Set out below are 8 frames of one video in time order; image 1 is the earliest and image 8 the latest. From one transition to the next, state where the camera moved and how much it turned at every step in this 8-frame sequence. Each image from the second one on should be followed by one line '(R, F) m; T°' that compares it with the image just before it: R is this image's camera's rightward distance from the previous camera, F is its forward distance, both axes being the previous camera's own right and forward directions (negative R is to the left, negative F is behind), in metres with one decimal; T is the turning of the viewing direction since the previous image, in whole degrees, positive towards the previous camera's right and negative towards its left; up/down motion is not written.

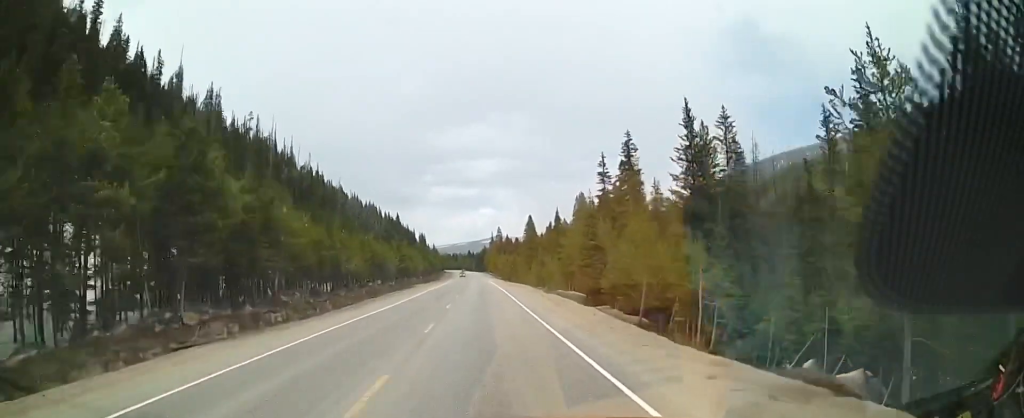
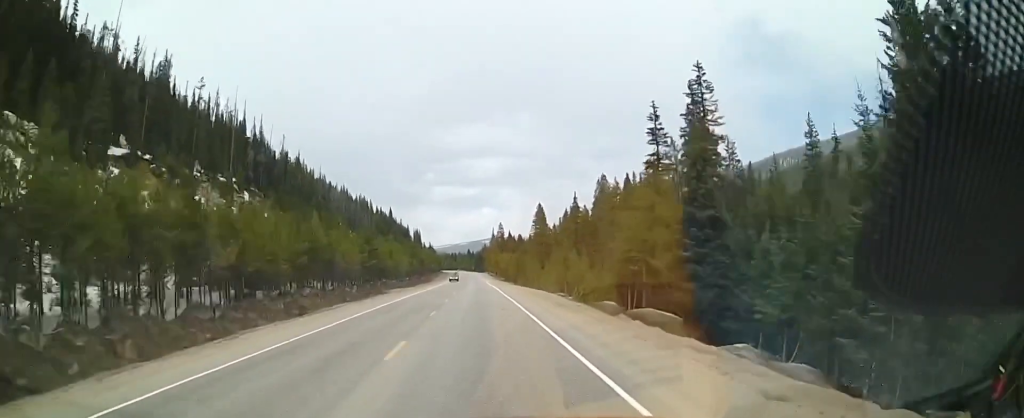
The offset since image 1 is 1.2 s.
(0.0, +29.9) m; 0°
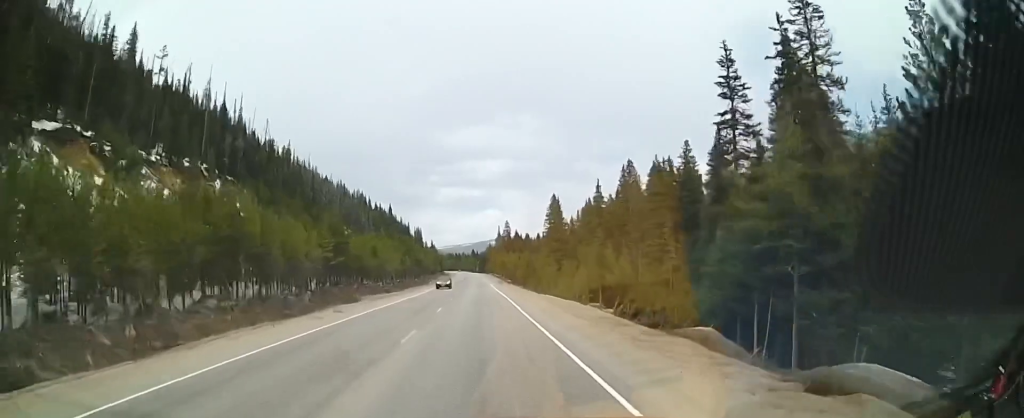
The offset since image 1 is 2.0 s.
(-0.1, +20.0) m; 0°
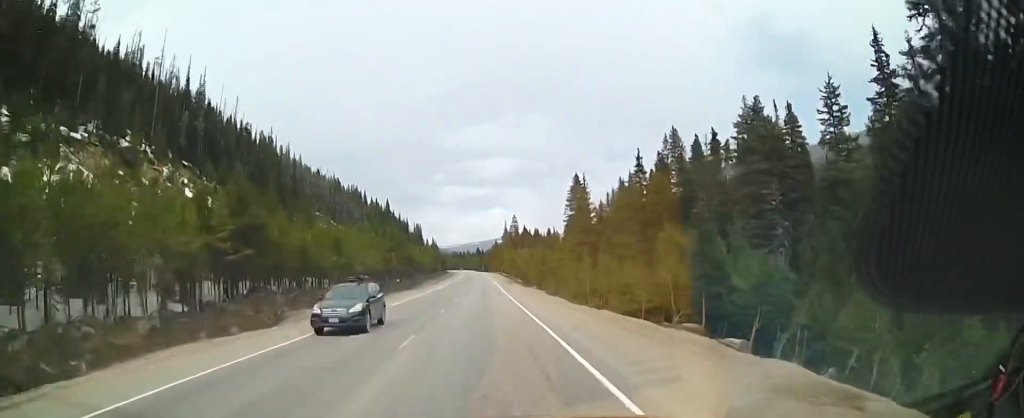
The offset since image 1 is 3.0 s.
(0.0, +25.3) m; -1°
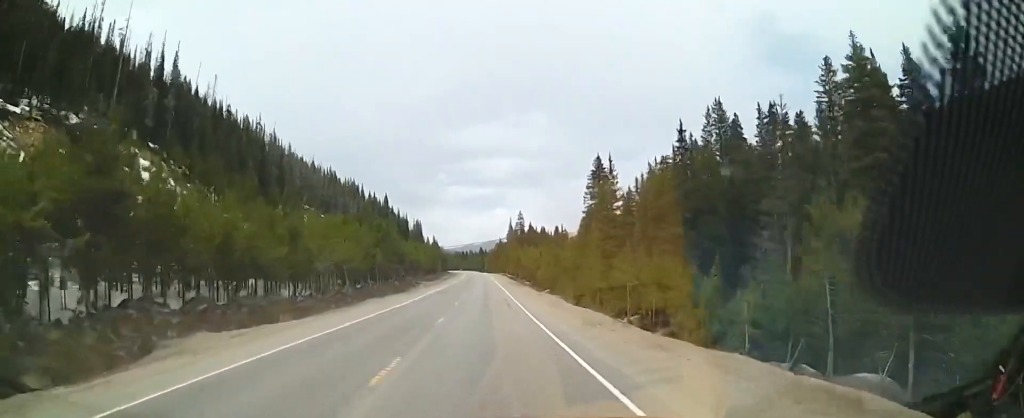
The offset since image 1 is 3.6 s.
(0.0, +16.2) m; -1°
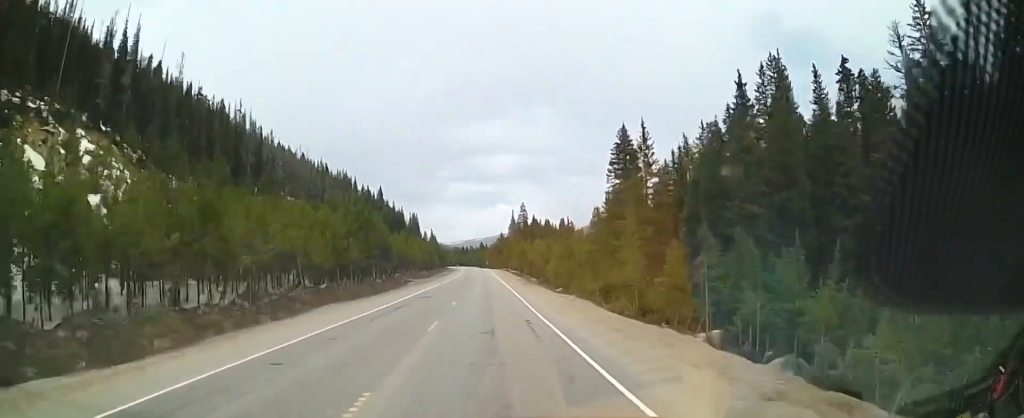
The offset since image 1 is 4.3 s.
(-0.2, +16.2) m; -1°
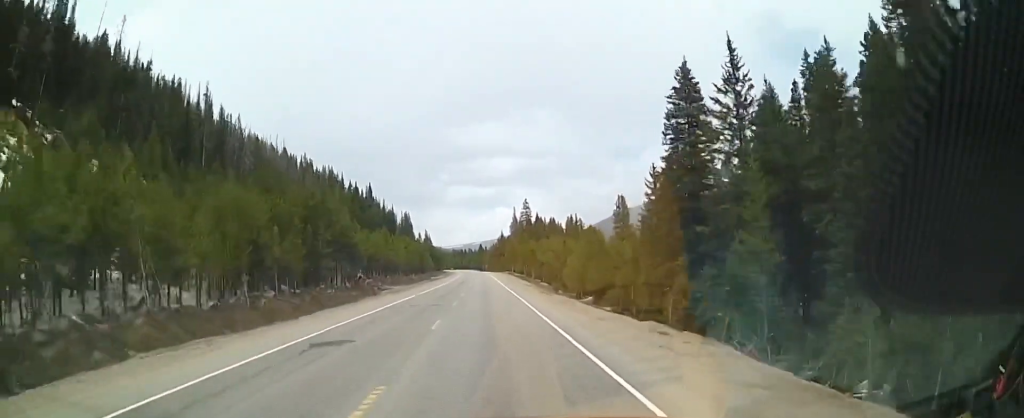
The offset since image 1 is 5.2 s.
(-0.1, +23.0) m; +1°
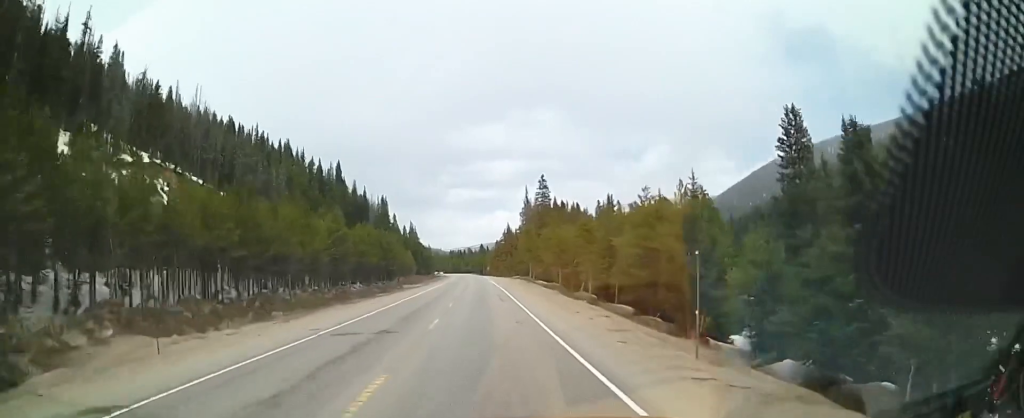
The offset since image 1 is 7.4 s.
(+0.7, +57.0) m; -1°
